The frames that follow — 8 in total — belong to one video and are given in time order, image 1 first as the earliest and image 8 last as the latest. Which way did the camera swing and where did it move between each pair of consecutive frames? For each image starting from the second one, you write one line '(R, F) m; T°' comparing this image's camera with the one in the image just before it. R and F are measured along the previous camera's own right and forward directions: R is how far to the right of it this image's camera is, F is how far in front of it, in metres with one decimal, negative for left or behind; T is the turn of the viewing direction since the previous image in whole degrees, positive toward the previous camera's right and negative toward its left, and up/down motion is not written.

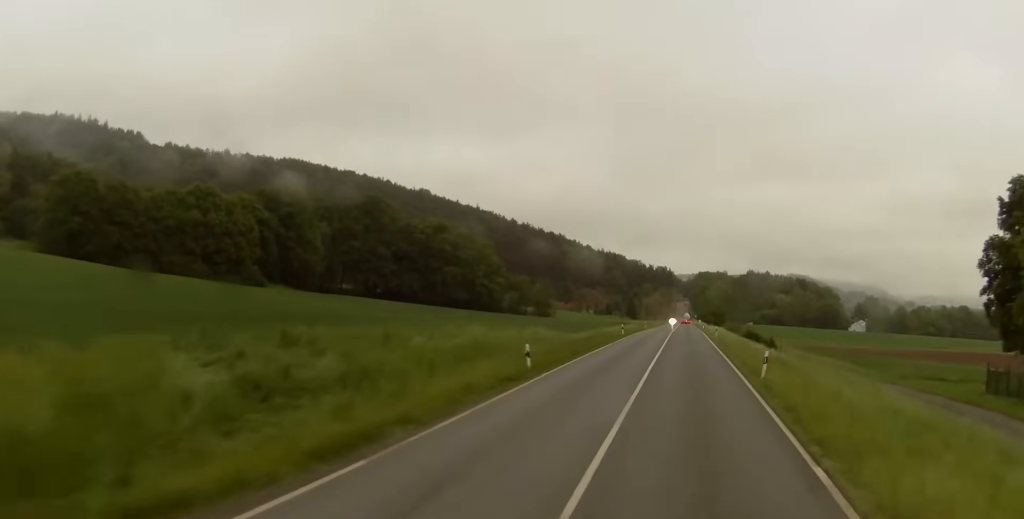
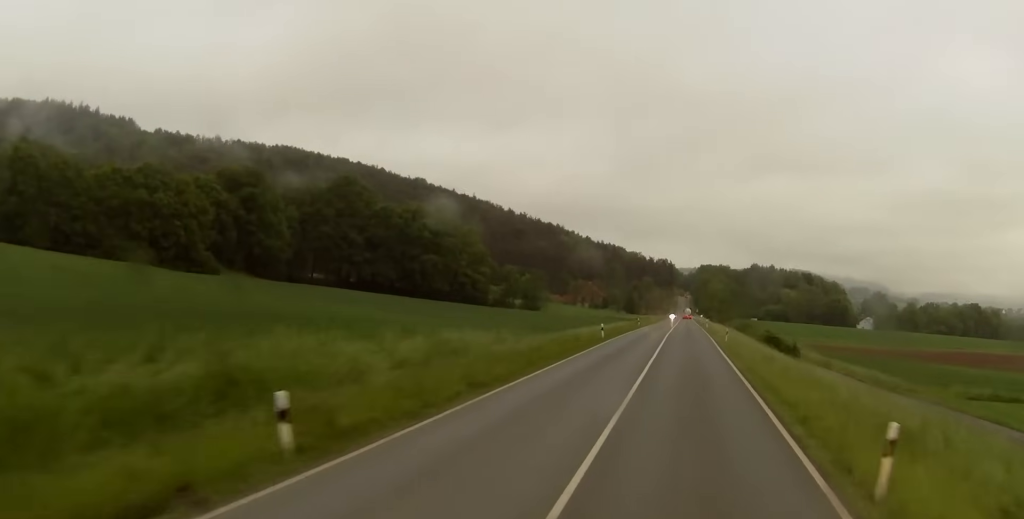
(+0.2, +19.0) m; 0°
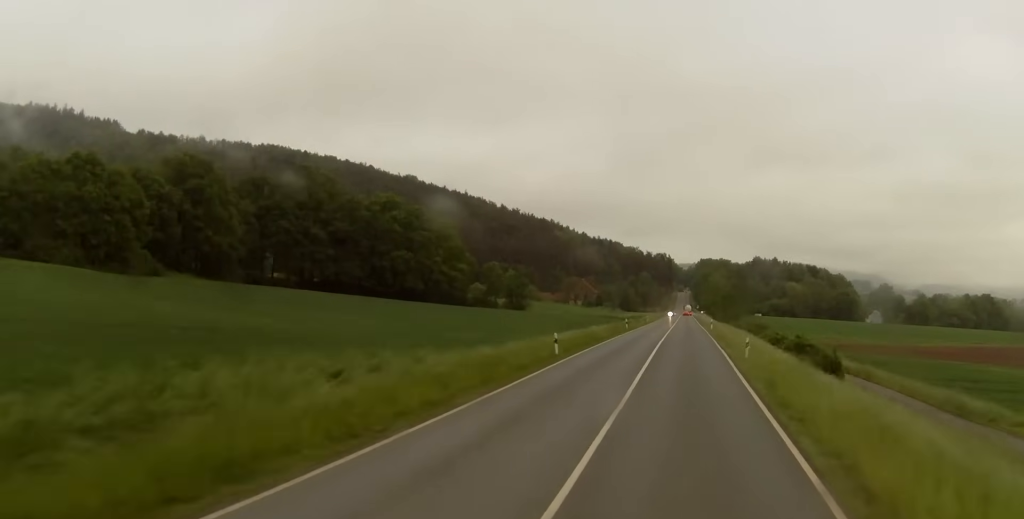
(-0.2, +20.4) m; 0°
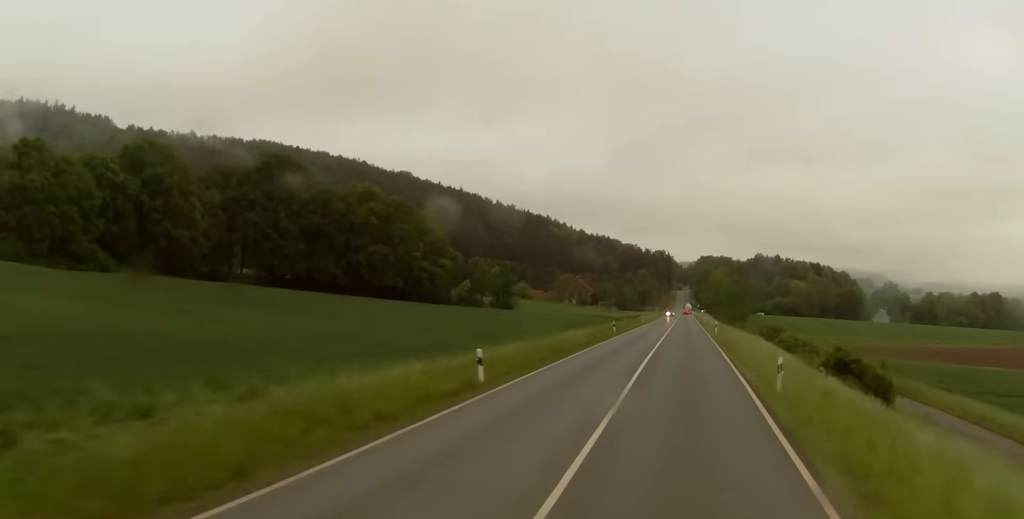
(0.0, +13.9) m; +1°
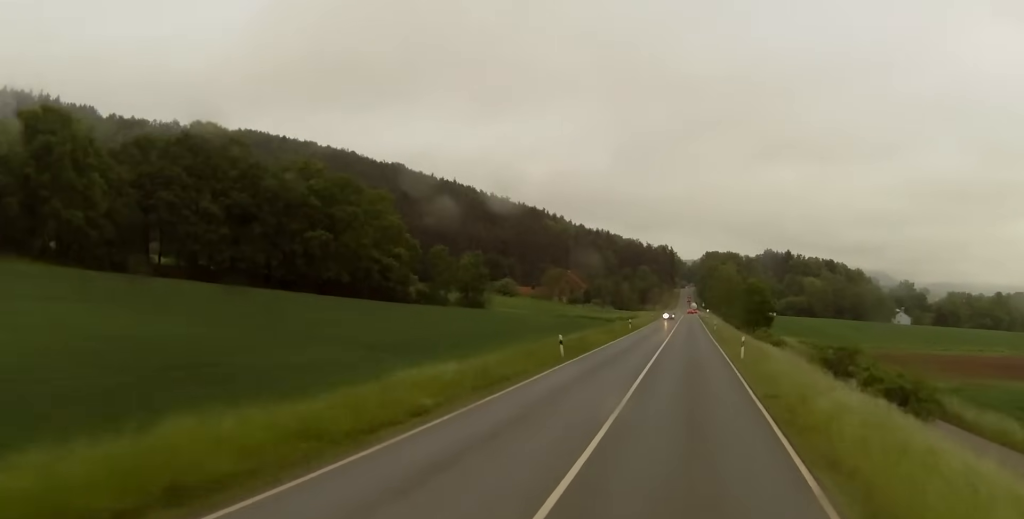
(+0.5, +31.2) m; 0°
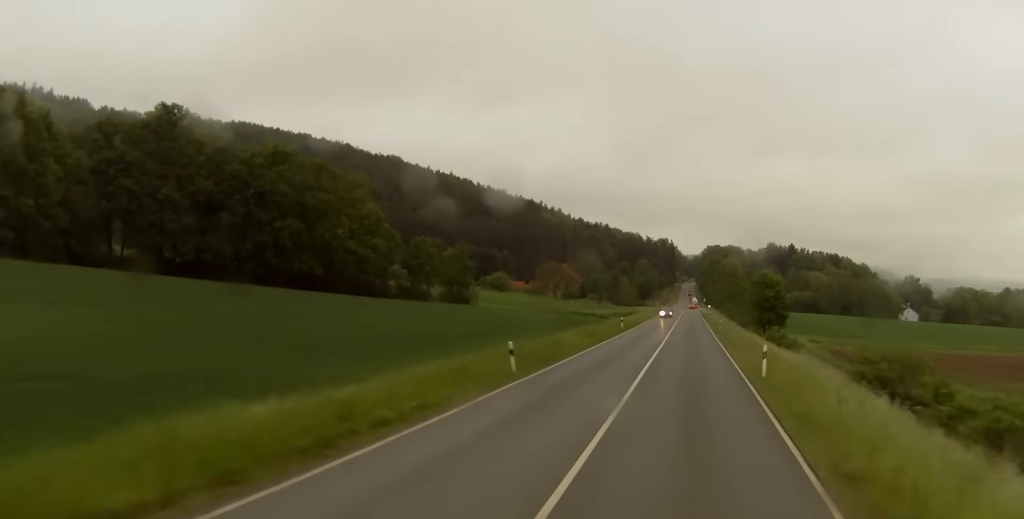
(0.0, +11.3) m; -1°
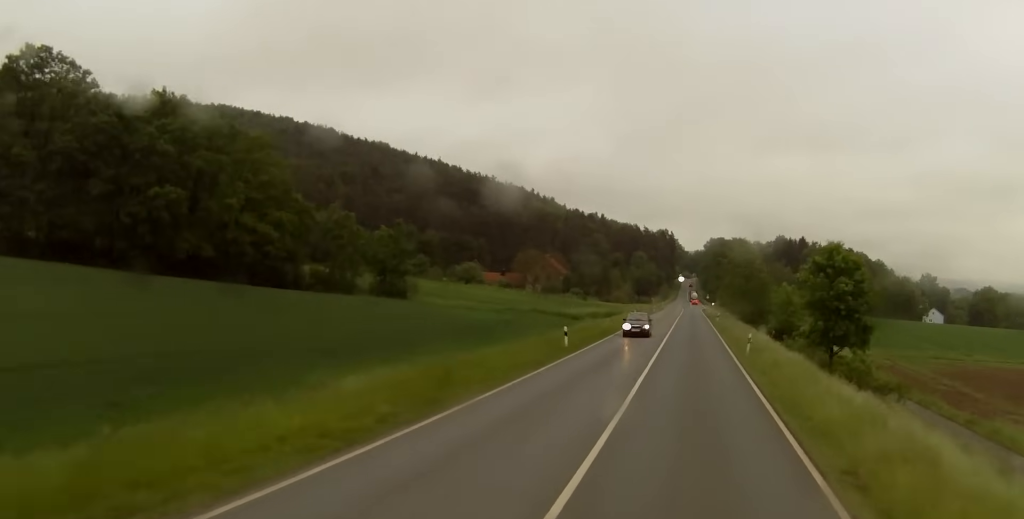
(-0.6, +34.8) m; 0°
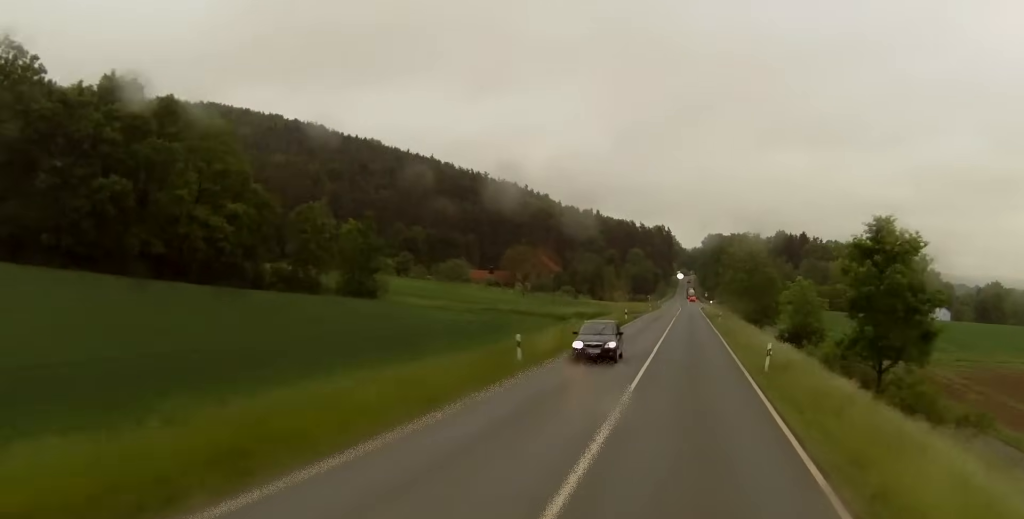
(0.0, +10.7) m; +1°
